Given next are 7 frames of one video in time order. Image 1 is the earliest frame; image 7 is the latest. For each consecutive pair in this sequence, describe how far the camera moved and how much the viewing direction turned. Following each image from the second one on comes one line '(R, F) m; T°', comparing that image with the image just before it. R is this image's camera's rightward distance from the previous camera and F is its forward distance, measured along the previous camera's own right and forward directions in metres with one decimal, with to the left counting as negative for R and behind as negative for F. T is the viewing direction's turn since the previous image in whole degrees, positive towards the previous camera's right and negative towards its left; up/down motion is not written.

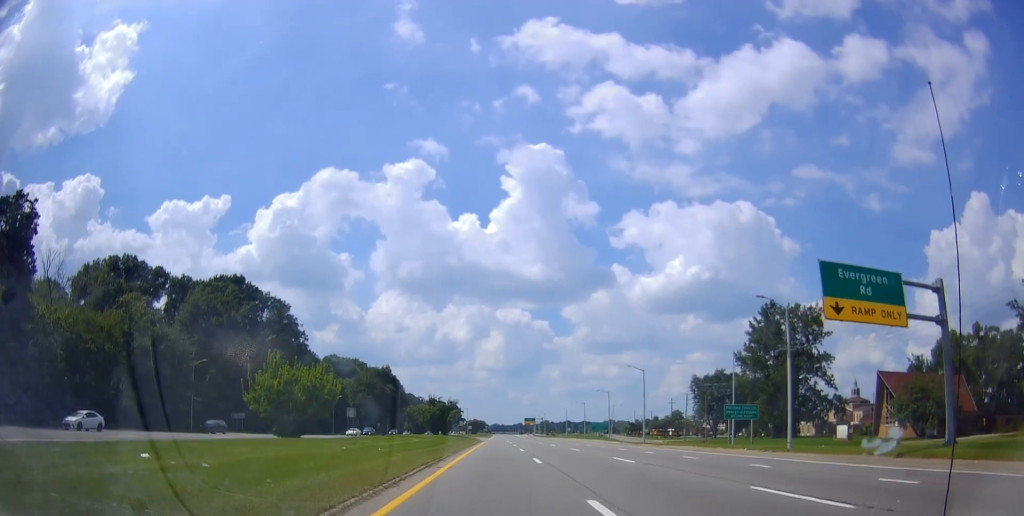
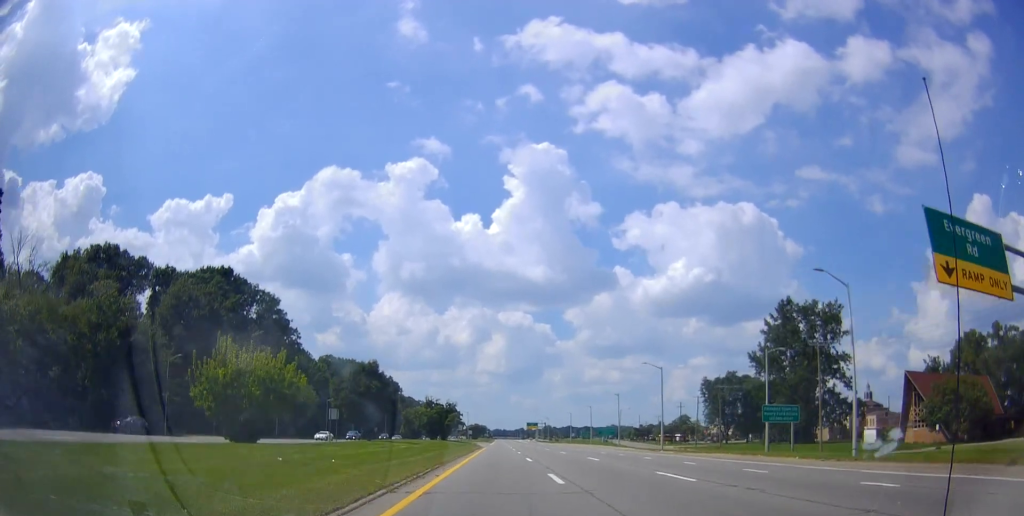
(0.0, +6.8) m; 0°
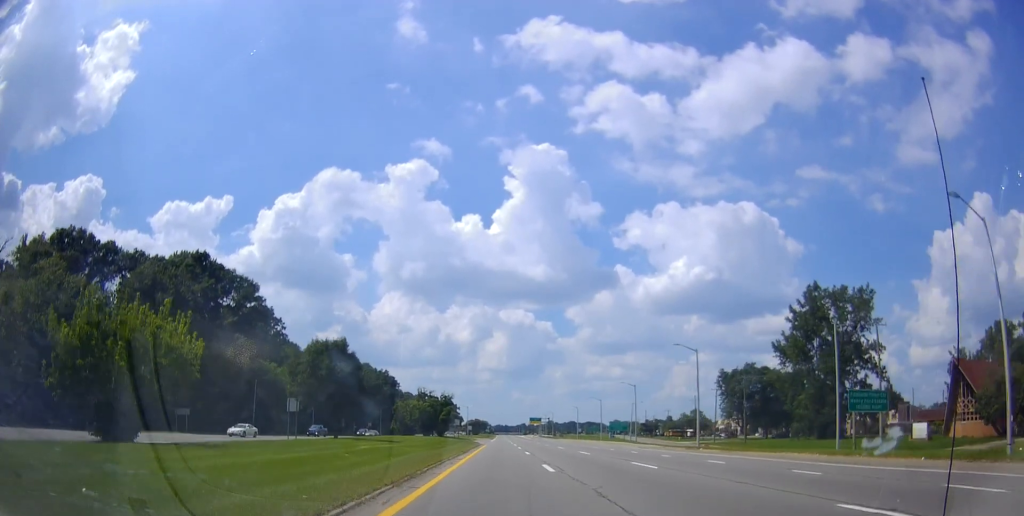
(0.0, +11.0) m; -1°
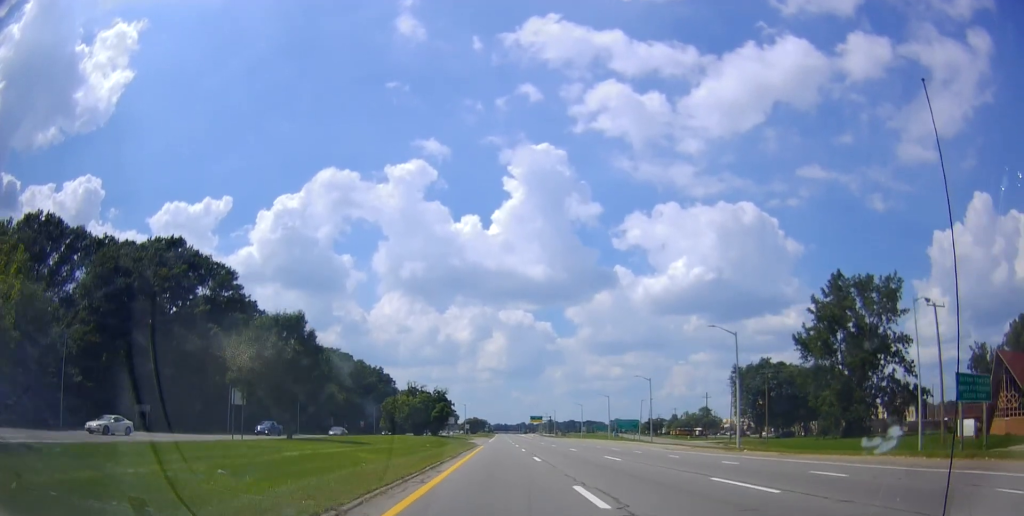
(0.0, +8.9) m; -1°
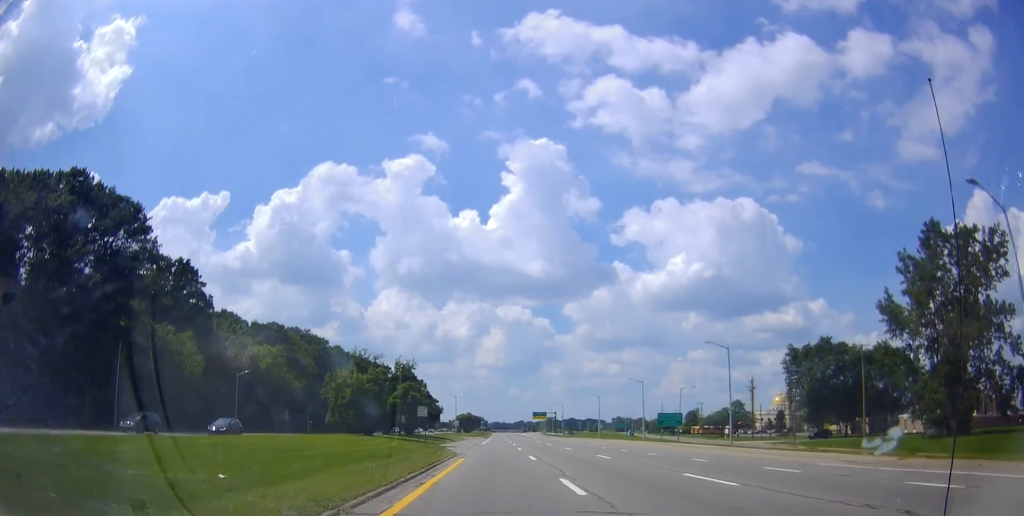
(0.0, +27.7) m; 0°
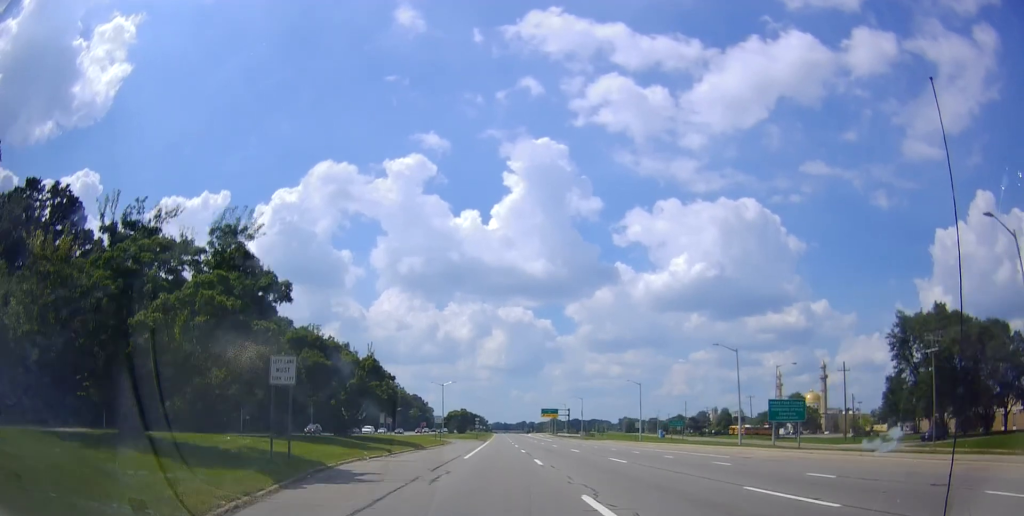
(-0.1, +33.8) m; +1°
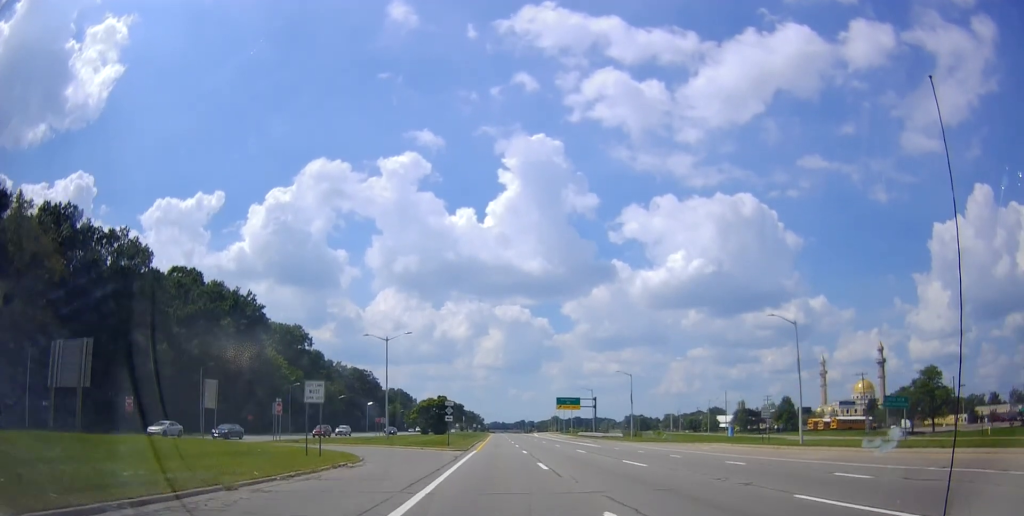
(-0.2, +47.8) m; -1°
